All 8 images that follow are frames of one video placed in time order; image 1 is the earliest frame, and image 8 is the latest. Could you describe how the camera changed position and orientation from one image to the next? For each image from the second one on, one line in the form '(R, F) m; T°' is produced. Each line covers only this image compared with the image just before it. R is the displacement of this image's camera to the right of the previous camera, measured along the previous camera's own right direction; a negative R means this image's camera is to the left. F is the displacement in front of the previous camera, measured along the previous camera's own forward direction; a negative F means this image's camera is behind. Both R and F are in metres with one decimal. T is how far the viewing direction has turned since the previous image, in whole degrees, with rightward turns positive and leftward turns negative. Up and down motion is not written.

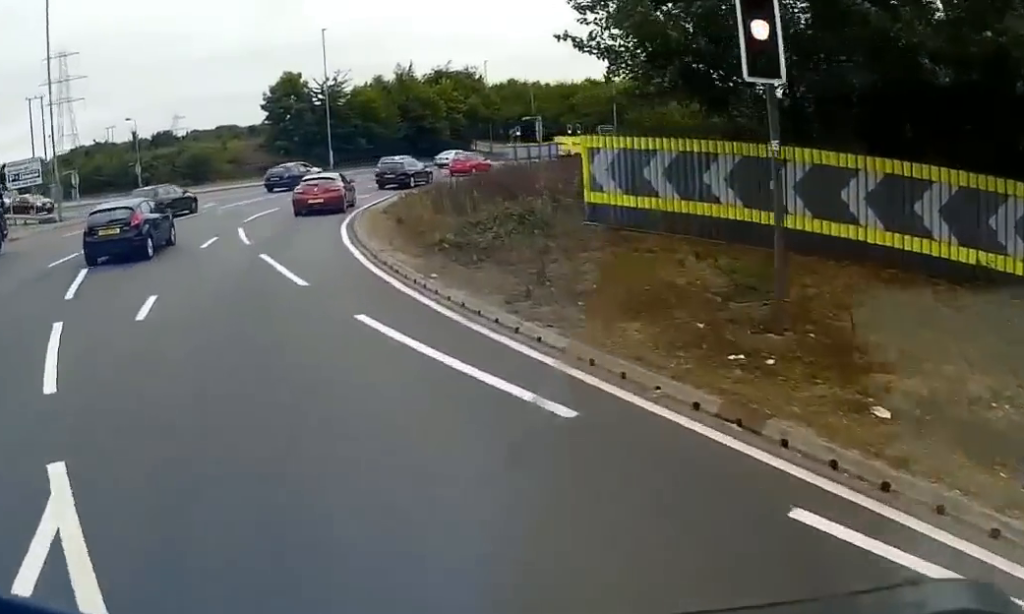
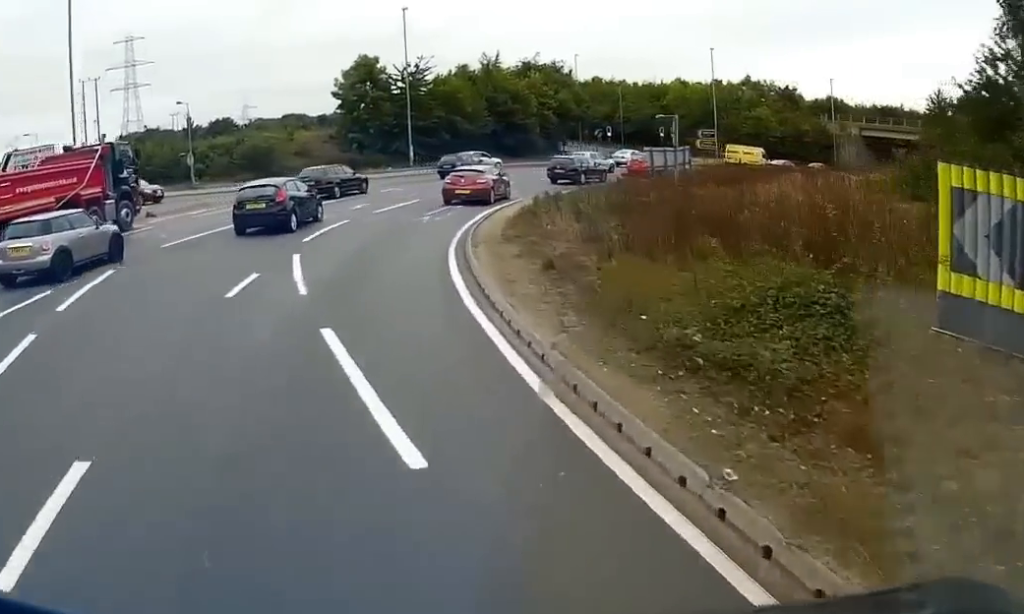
(-0.6, +6.6) m; -8°
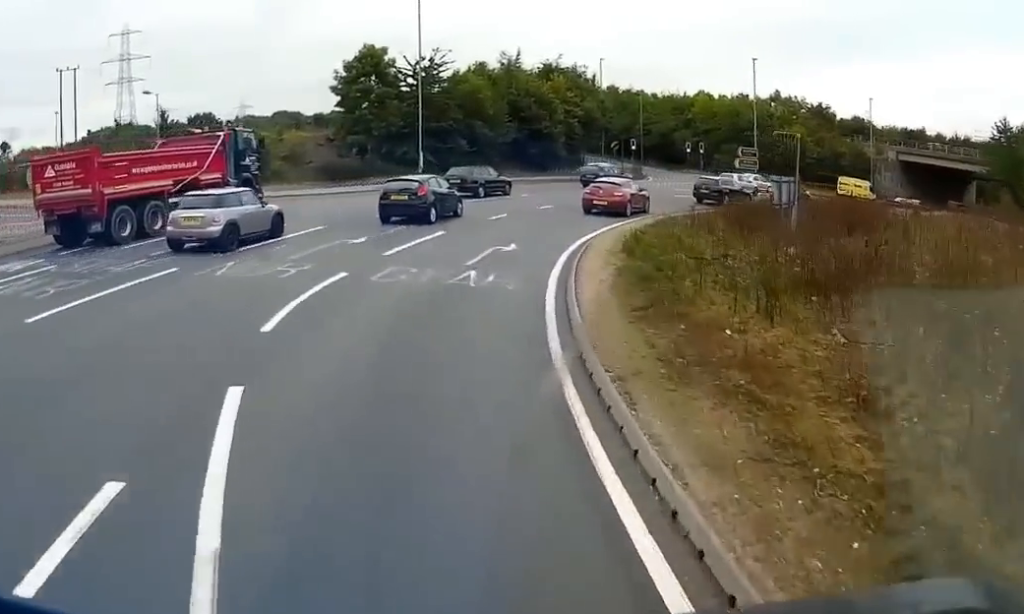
(-0.4, +8.2) m; -5°
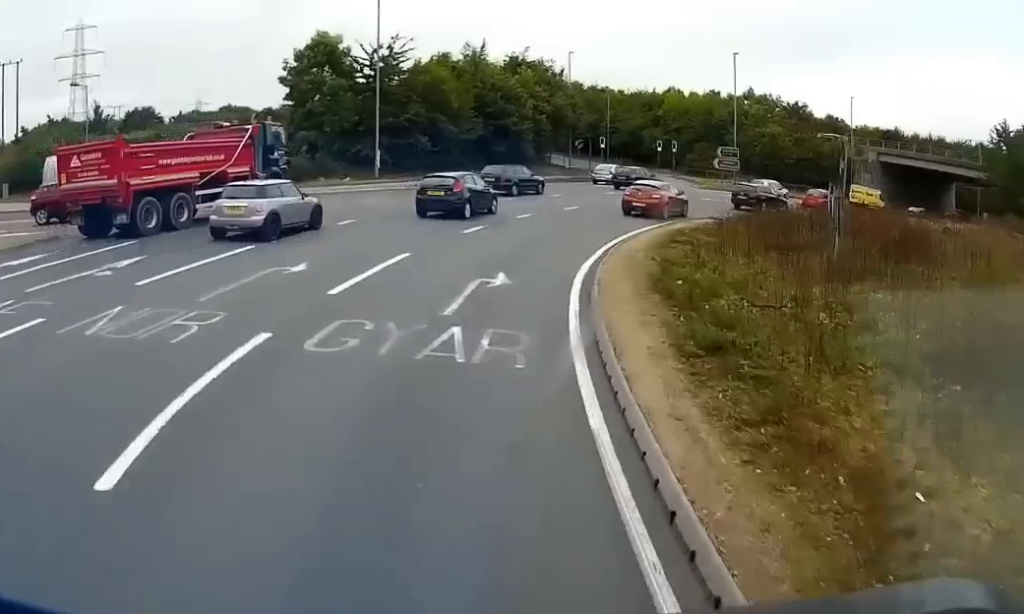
(-0.1, +4.4) m; -1°
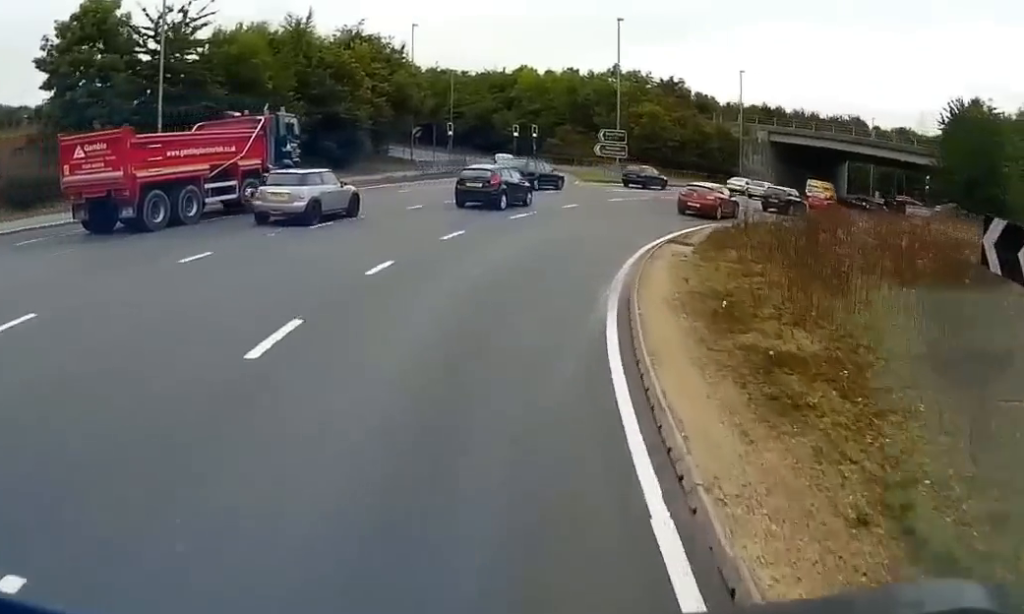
(-0.1, +9.9) m; +3°
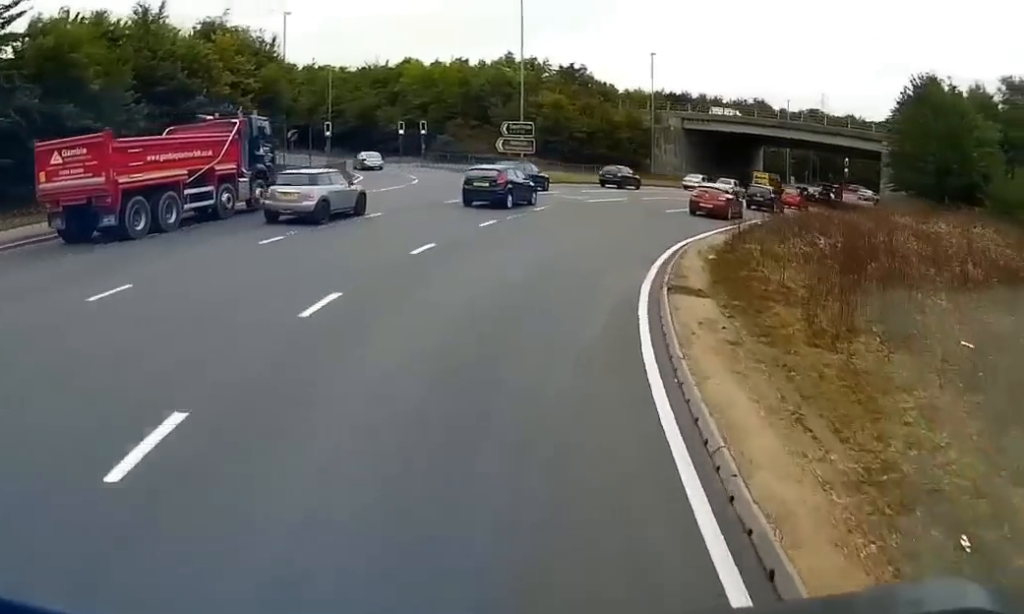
(+0.3, +6.3) m; +7°
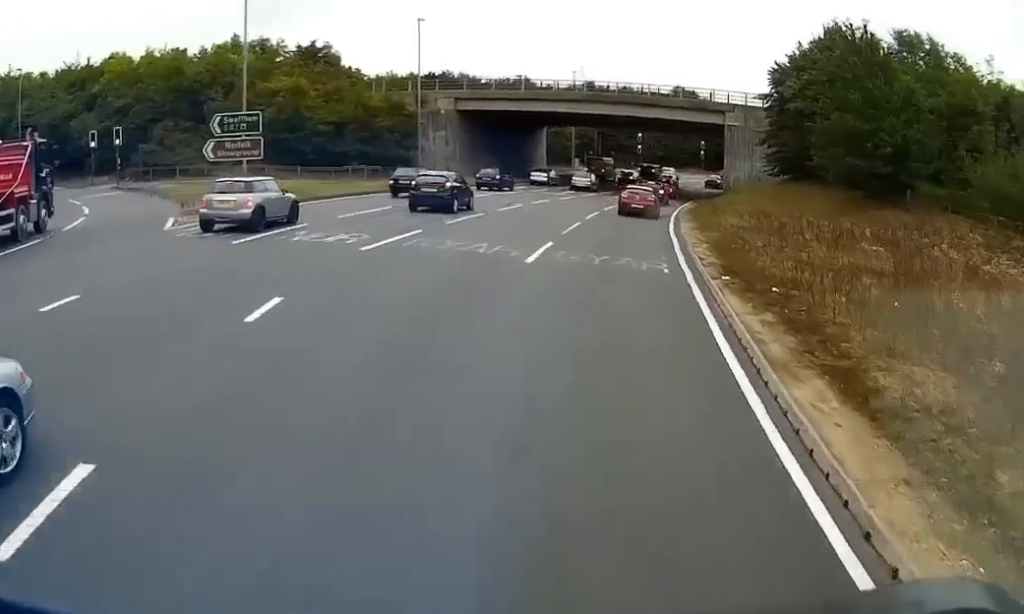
(+2.3, +16.1) m; +15°
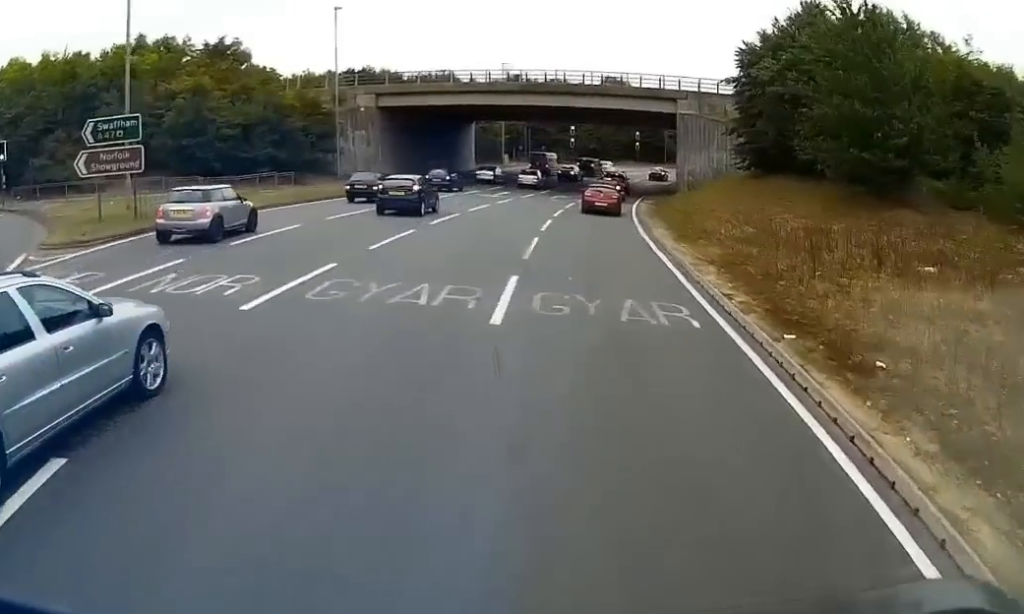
(+0.2, +5.6) m; +4°
